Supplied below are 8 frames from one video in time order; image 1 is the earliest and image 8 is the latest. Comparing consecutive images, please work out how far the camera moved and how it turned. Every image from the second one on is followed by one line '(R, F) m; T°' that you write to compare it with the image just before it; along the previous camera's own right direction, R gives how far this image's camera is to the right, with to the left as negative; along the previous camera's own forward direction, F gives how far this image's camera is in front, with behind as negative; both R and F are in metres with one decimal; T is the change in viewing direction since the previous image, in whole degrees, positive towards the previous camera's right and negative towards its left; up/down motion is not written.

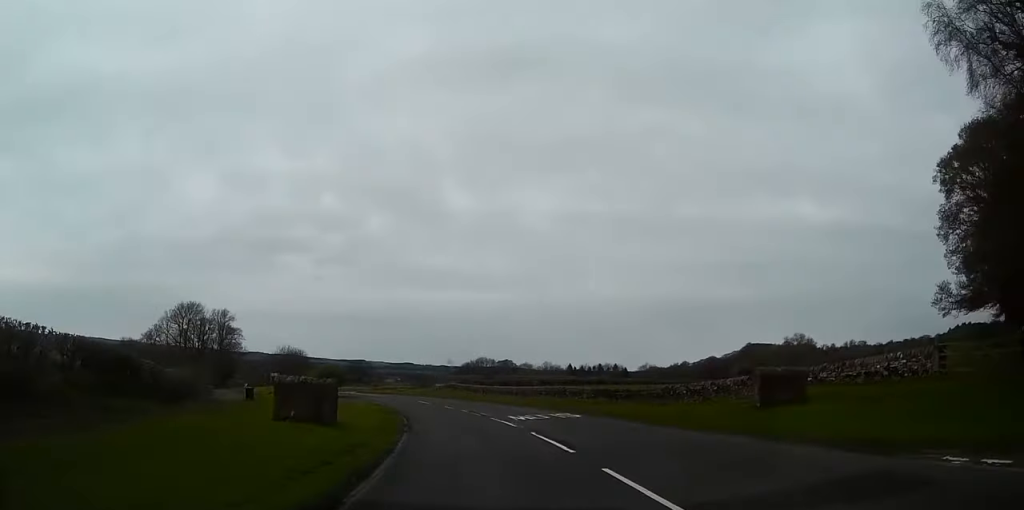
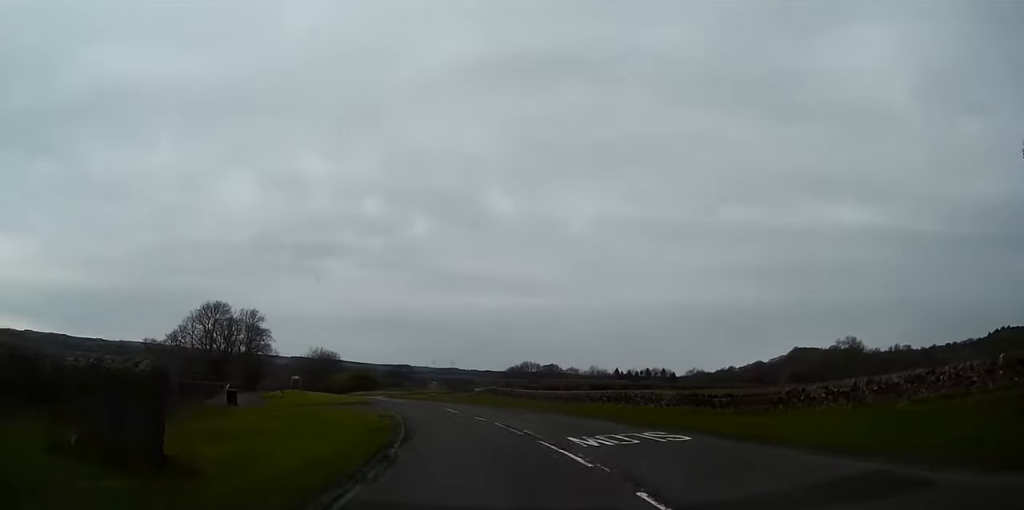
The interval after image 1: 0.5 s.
(-0.2, +11.3) m; -4°
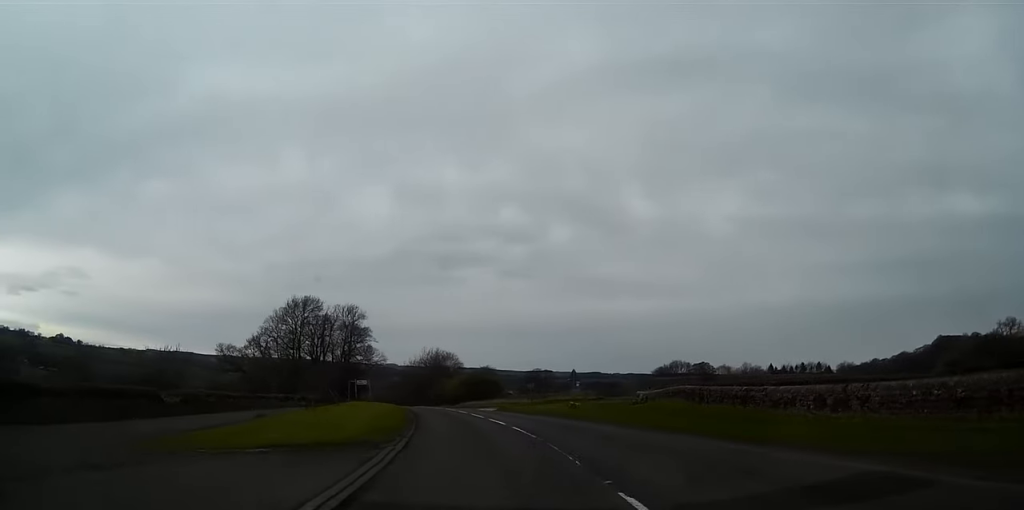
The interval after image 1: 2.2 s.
(-3.7, +35.2) m; -11°
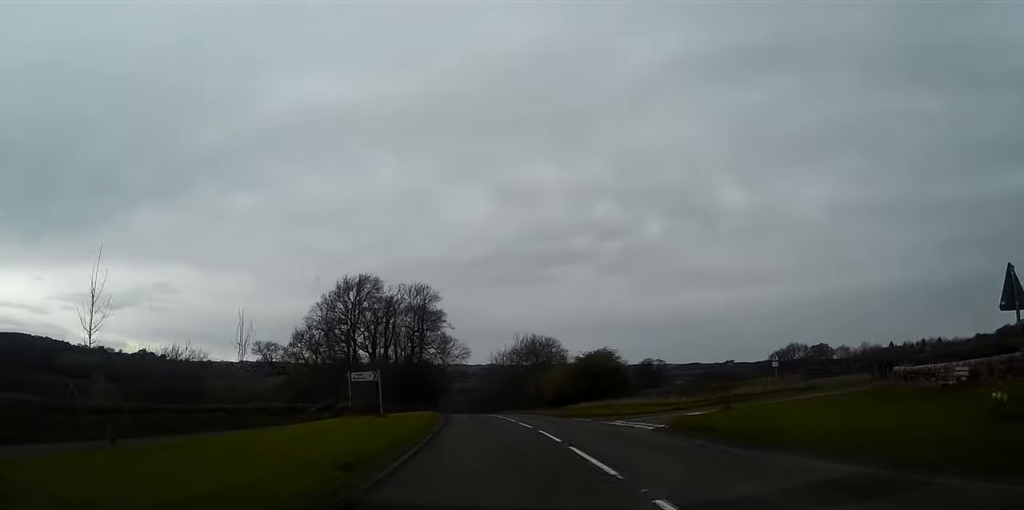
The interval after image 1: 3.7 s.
(-3.0, +35.6) m; -8°
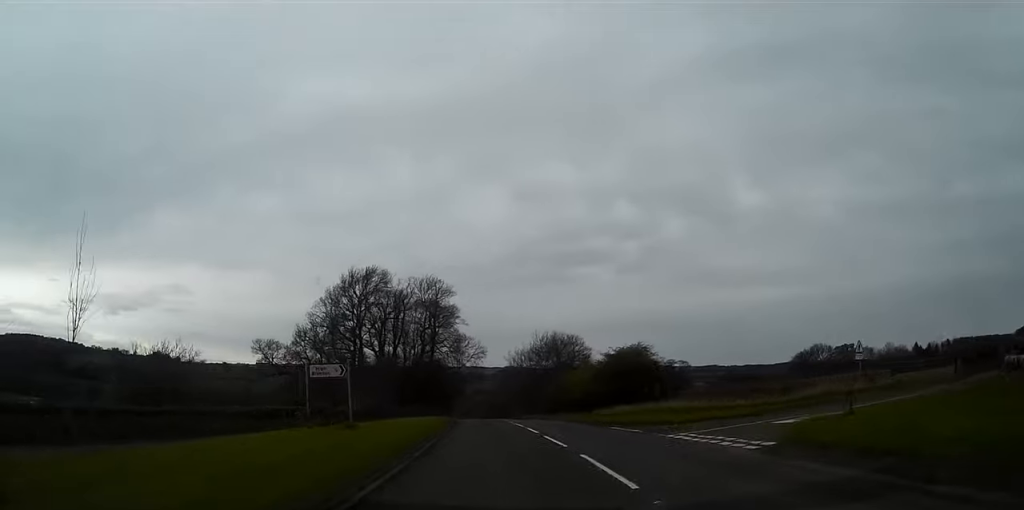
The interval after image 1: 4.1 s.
(-0.1, +9.4) m; -1°
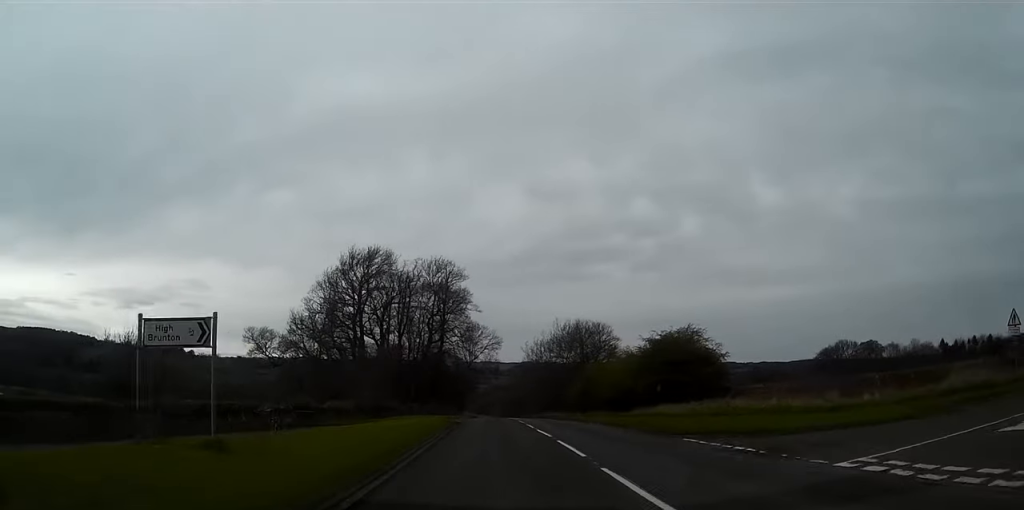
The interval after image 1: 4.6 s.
(-0.2, +12.0) m; -1°
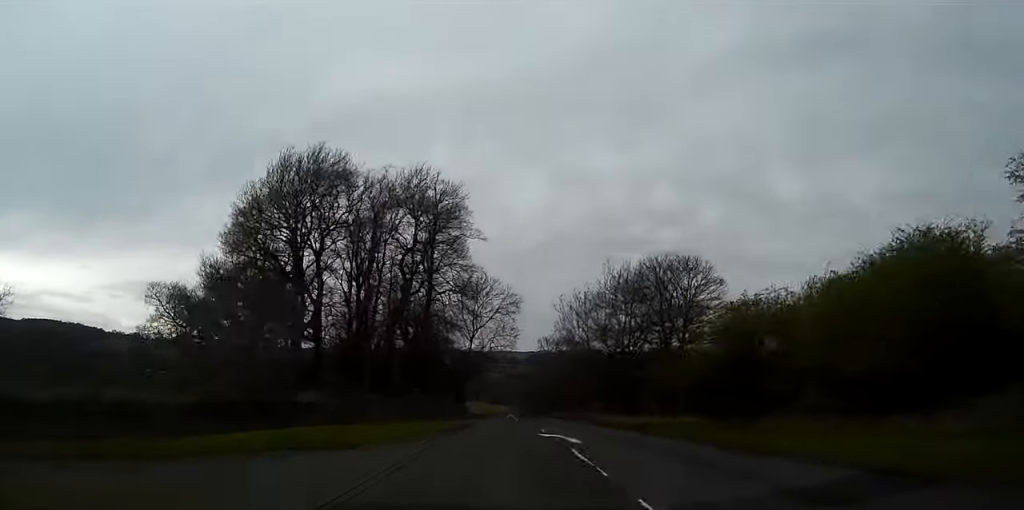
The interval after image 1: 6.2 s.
(-0.9, +38.9) m; -2°
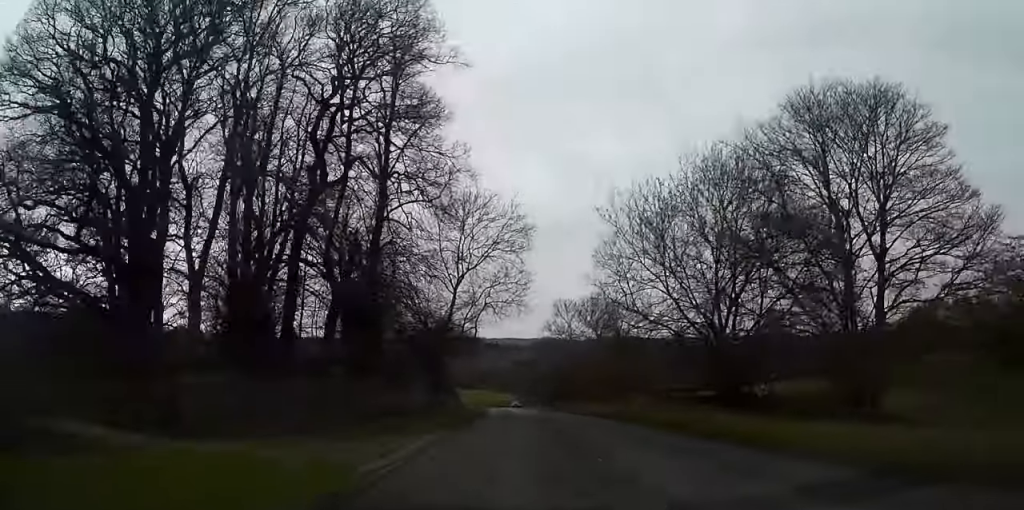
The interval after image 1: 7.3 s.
(-0.2, +29.2) m; -1°
